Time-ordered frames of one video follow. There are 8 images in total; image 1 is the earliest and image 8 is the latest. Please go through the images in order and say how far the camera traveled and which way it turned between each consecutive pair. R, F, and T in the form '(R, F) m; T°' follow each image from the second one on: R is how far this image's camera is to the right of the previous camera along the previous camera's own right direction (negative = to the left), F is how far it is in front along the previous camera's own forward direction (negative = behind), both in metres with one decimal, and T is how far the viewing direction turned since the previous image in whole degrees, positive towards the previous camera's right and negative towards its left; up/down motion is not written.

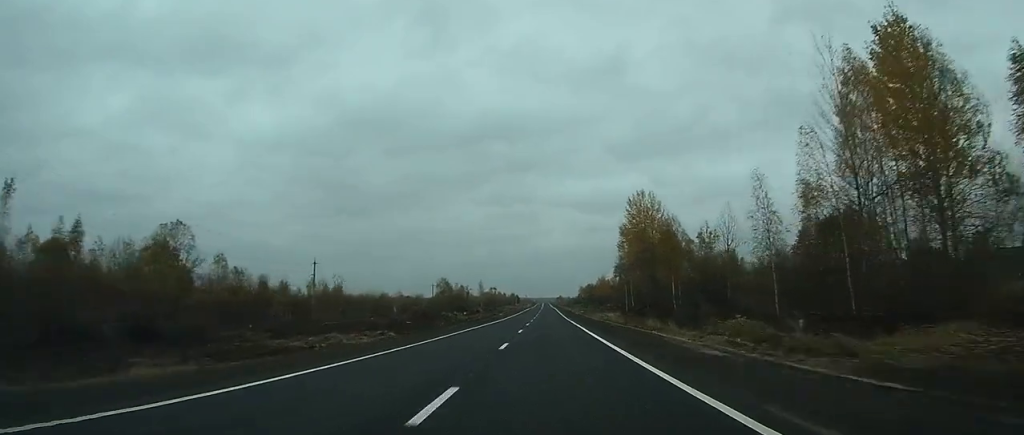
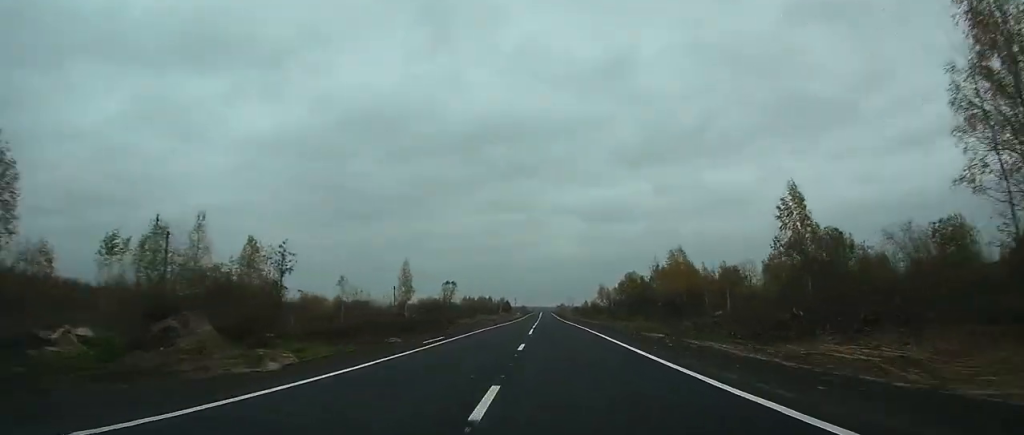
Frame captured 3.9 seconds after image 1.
(-0.3, +122.4) m; 0°
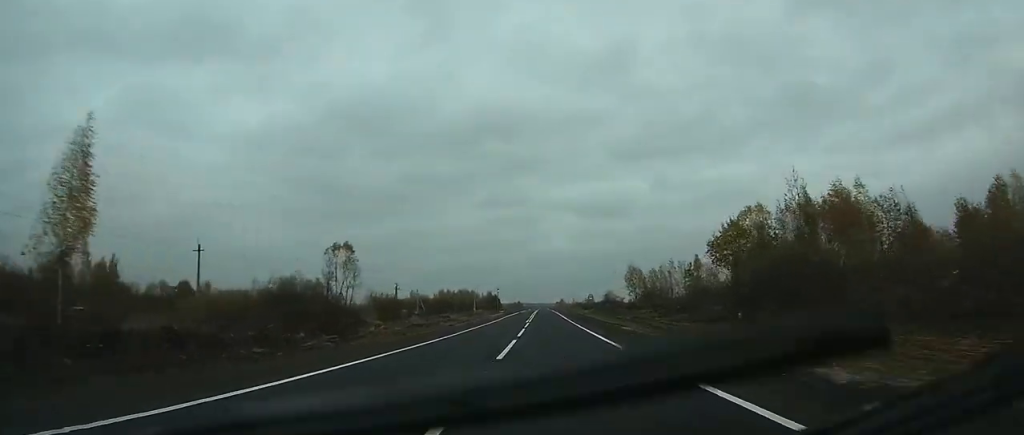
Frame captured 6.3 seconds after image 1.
(+0.3, +77.0) m; 0°
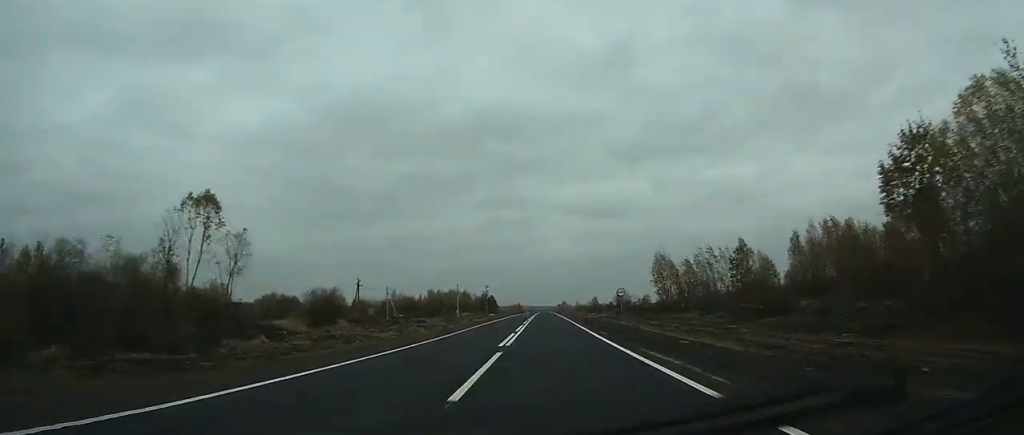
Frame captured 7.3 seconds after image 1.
(0.0, +30.0) m; 0°
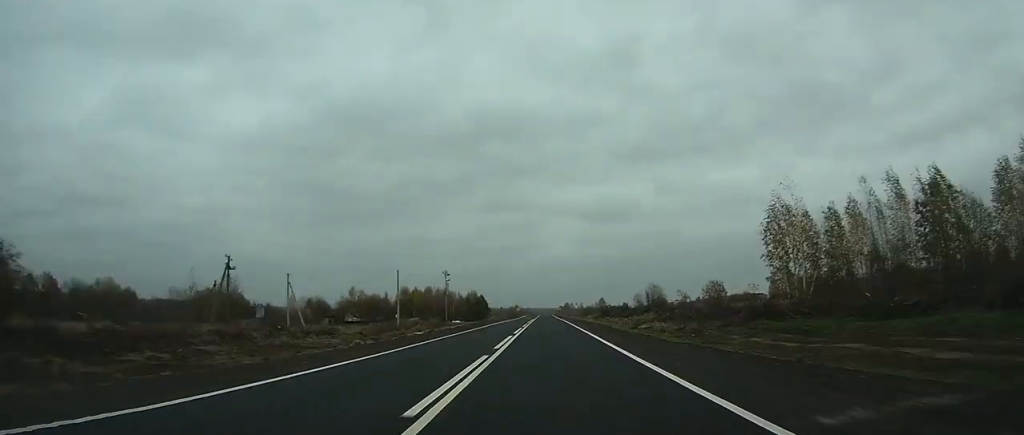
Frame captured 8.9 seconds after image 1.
(0.0, +47.4) m; 0°
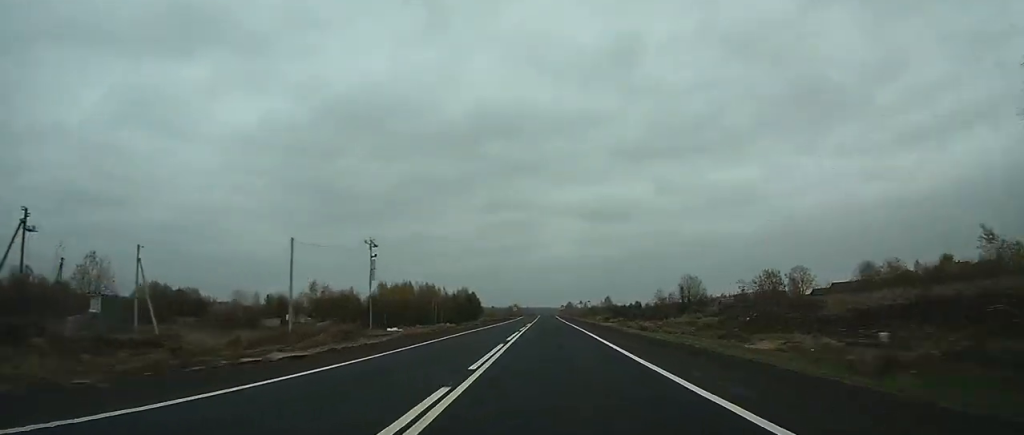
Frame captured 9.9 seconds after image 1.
(-0.1, +29.5) m; 0°
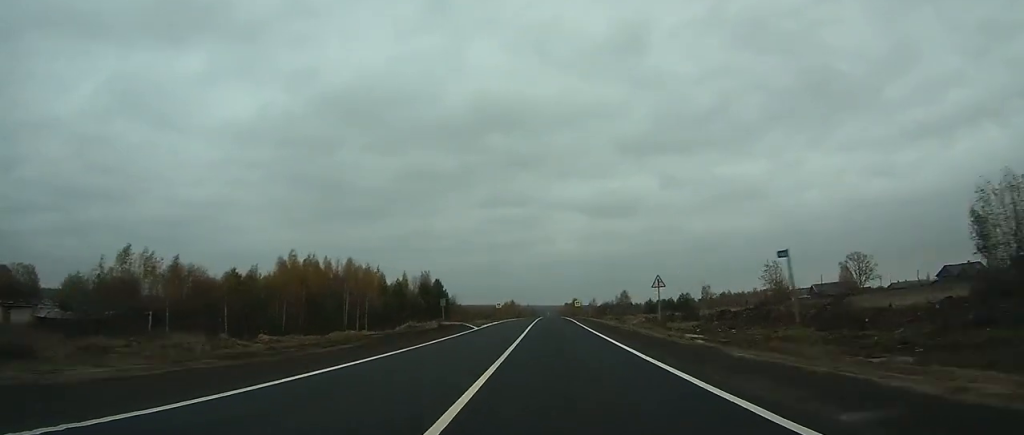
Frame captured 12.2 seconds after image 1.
(-0.2, +70.9) m; 0°
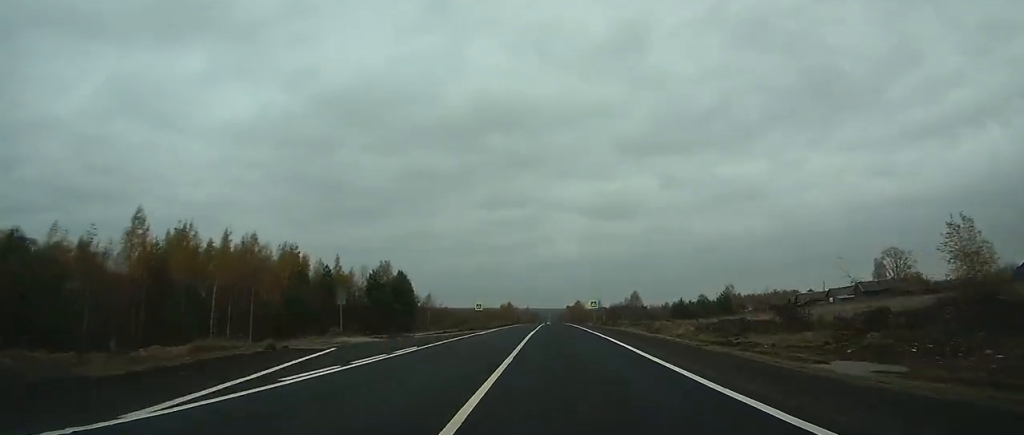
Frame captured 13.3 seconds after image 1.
(-0.1, +36.2) m; 0°
